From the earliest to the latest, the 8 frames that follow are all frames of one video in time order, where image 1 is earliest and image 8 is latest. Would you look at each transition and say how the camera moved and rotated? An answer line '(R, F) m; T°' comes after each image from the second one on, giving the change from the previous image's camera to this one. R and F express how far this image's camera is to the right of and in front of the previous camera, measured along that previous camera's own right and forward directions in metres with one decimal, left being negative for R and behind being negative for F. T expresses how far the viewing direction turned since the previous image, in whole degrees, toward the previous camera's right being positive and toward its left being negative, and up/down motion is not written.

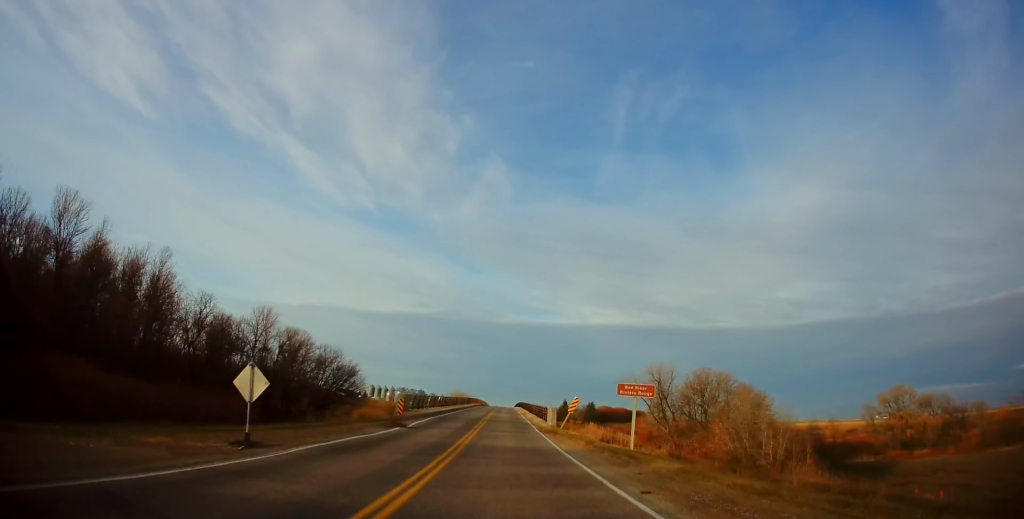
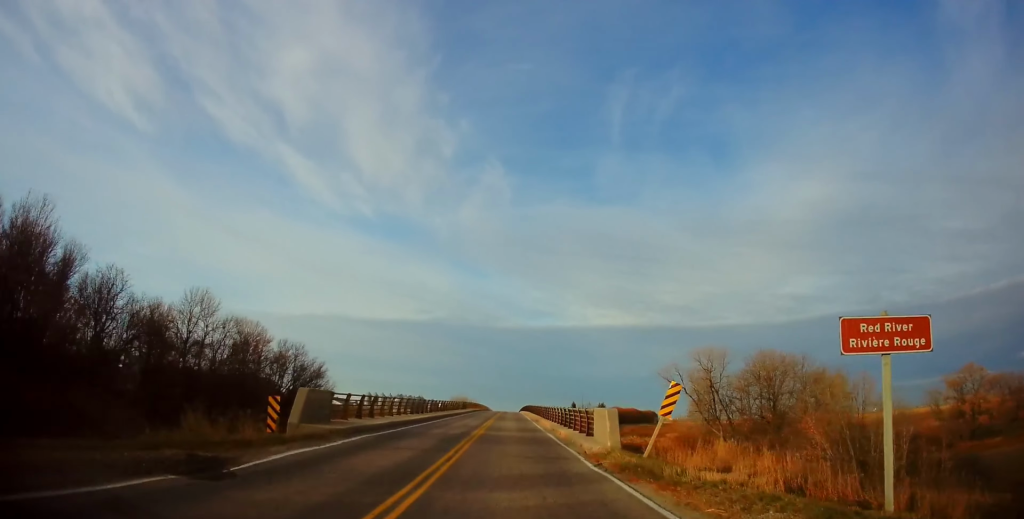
(-0.6, +18.1) m; -1°
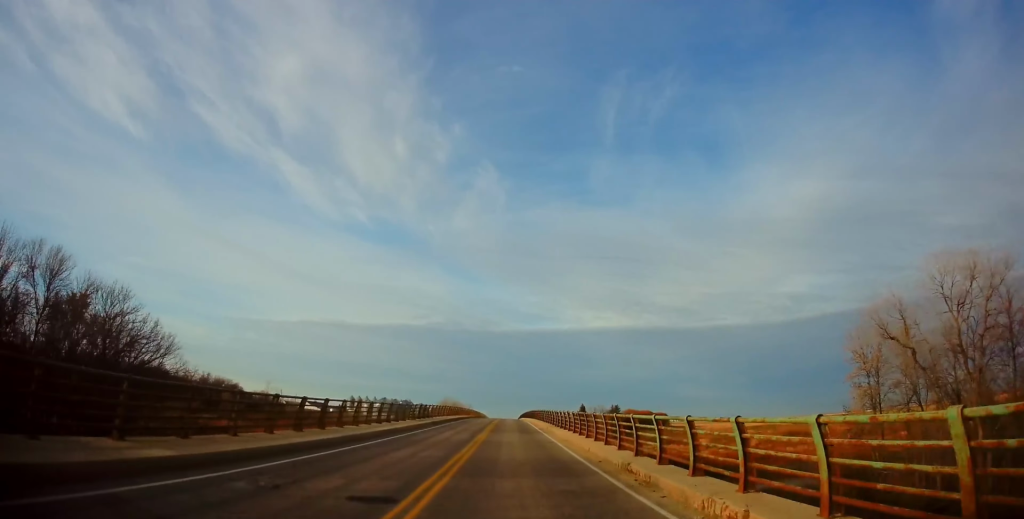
(+0.3, +36.5) m; +1°
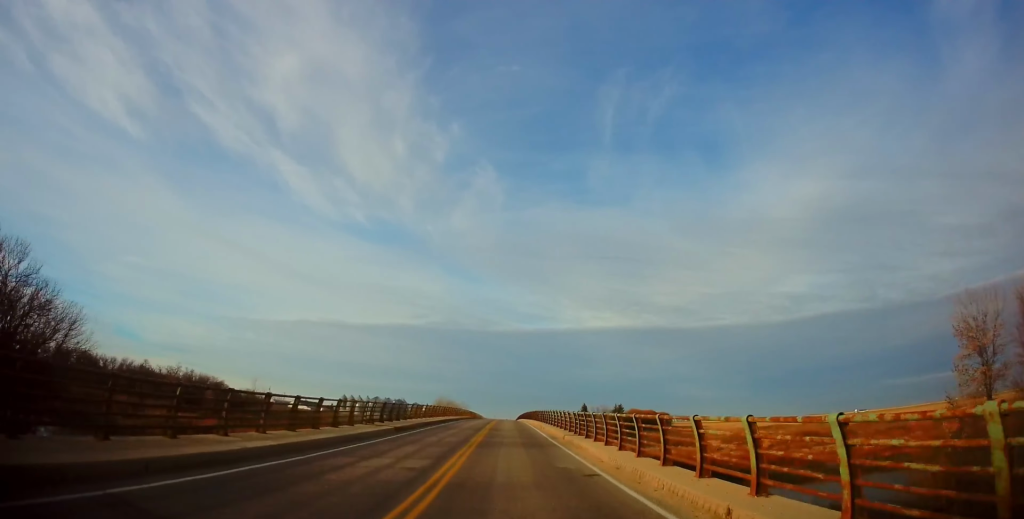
(0.0, +11.9) m; 0°
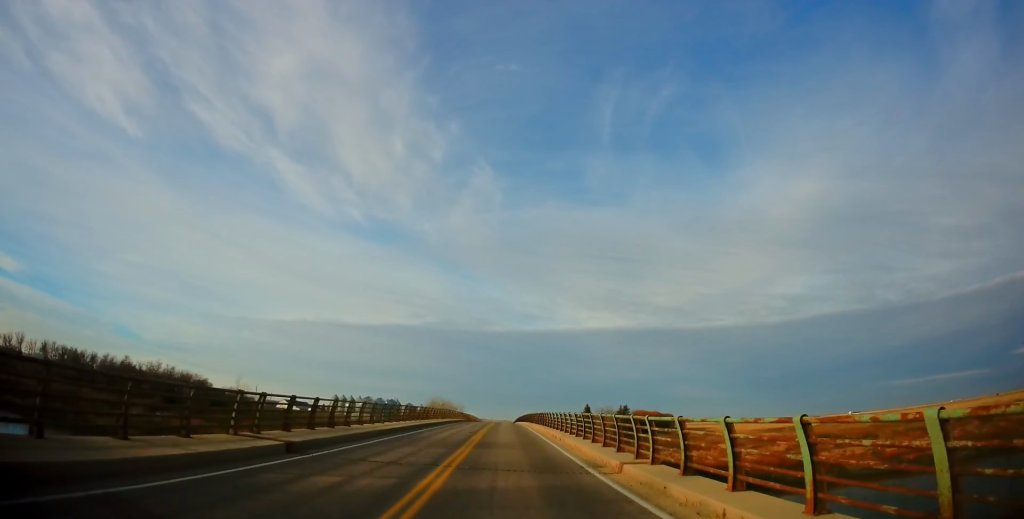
(0.0, +12.8) m; 0°
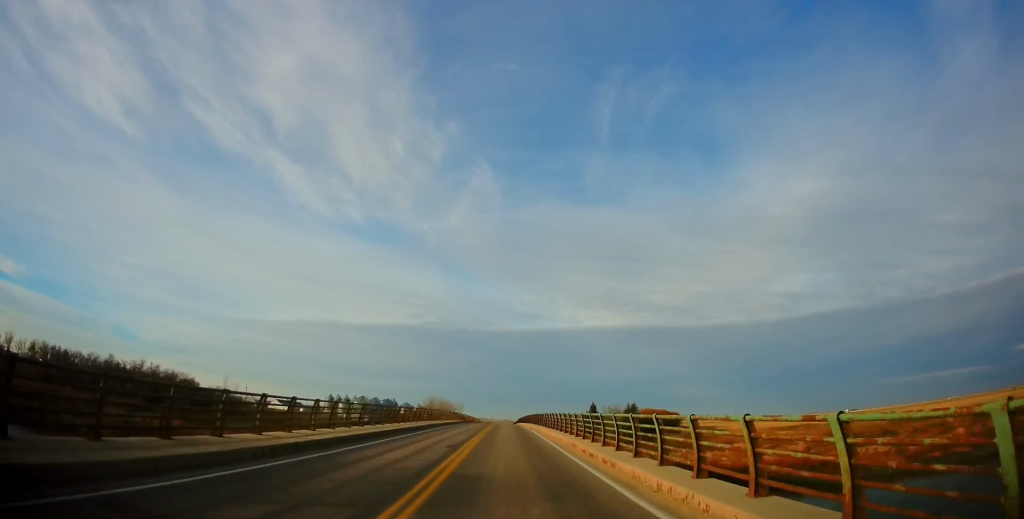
(0.0, +11.2) m; 0°
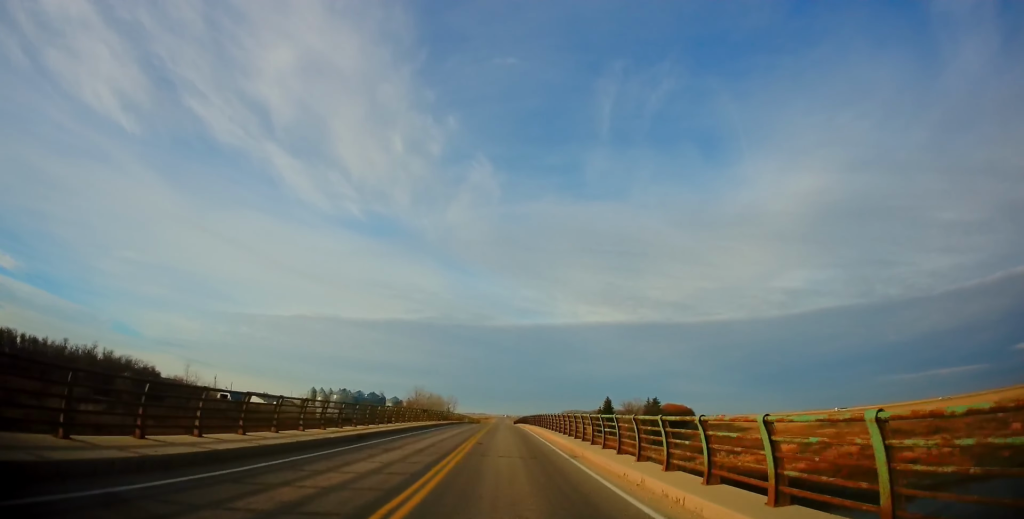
(0.0, +28.0) m; 0°
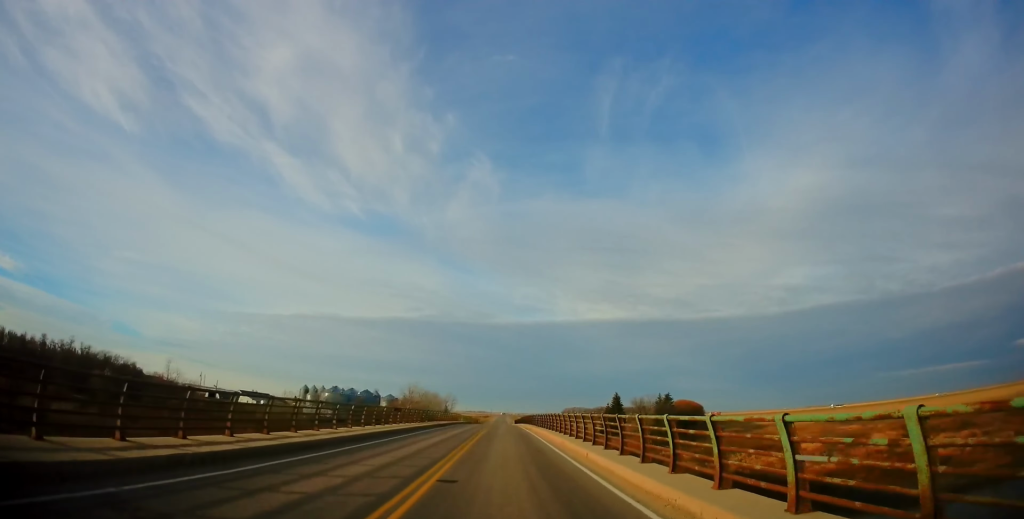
(0.0, +11.9) m; 0°
